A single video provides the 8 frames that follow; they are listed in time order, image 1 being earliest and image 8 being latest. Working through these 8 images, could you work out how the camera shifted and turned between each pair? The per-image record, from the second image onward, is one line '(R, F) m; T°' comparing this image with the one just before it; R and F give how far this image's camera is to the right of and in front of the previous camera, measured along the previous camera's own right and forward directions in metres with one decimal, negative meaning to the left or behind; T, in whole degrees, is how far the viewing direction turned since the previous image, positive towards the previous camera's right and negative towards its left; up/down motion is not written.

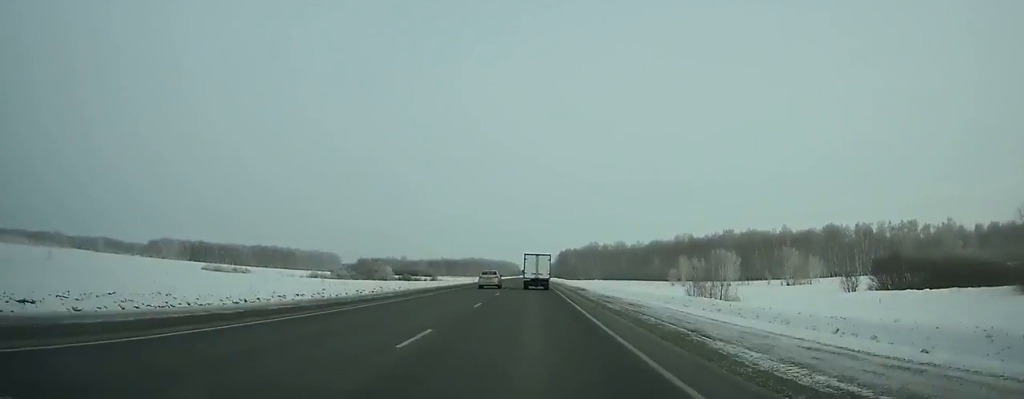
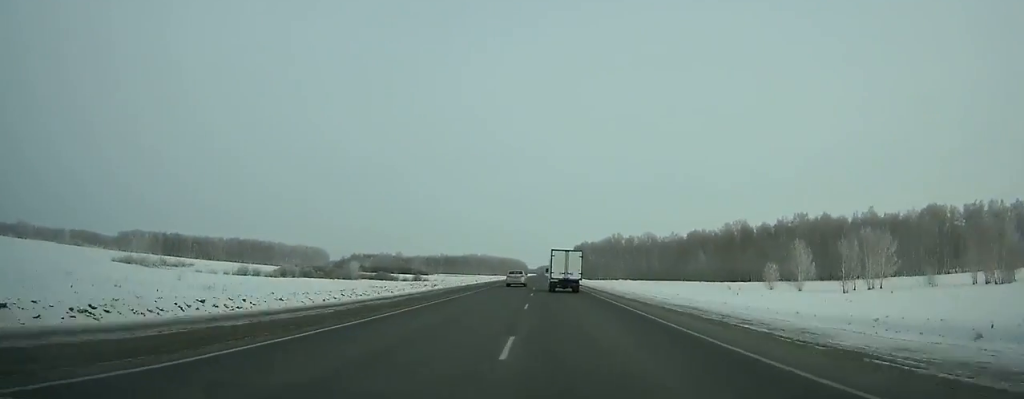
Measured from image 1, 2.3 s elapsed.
(-0.3, +63.7) m; 0°
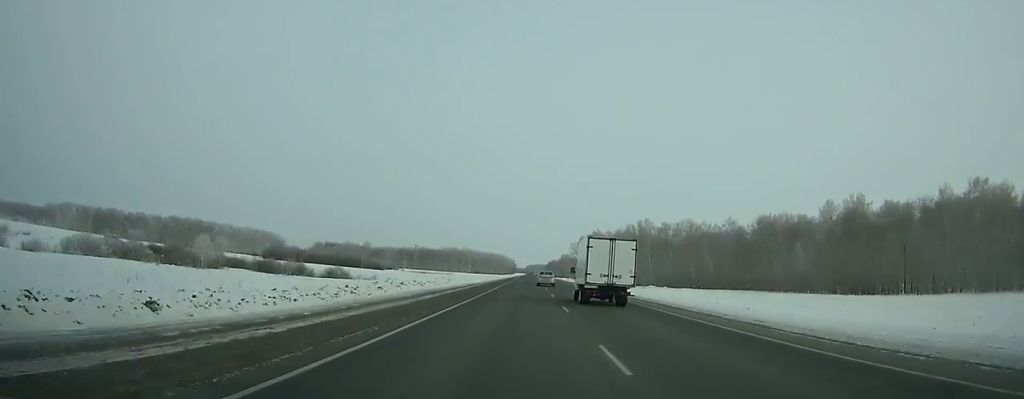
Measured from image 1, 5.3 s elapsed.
(+0.3, +86.5) m; +1°
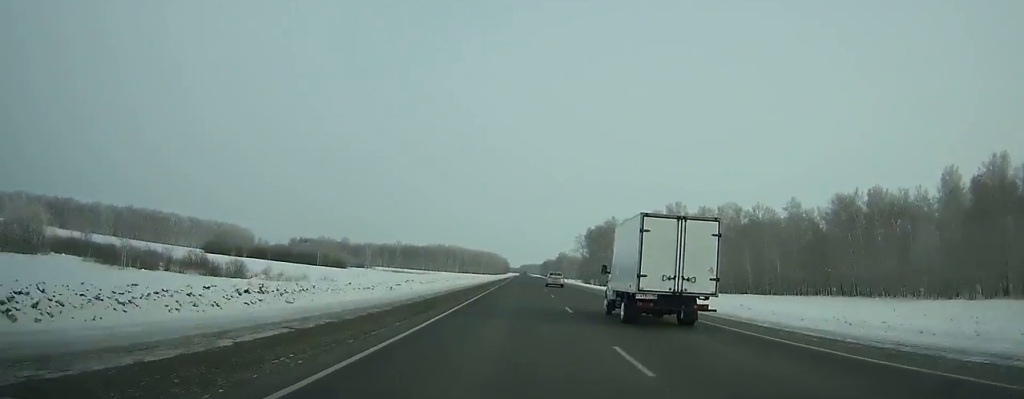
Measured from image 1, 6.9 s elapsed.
(+0.1, +47.4) m; +1°
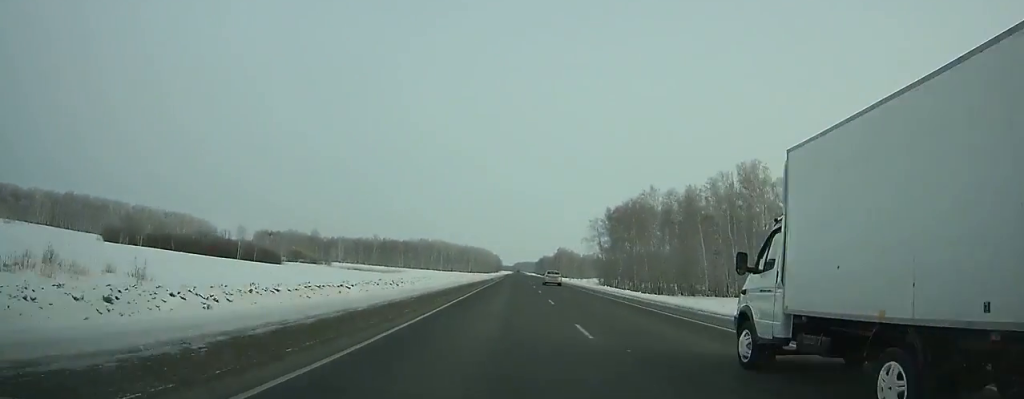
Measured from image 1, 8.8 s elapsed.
(+0.6, +57.9) m; +1°
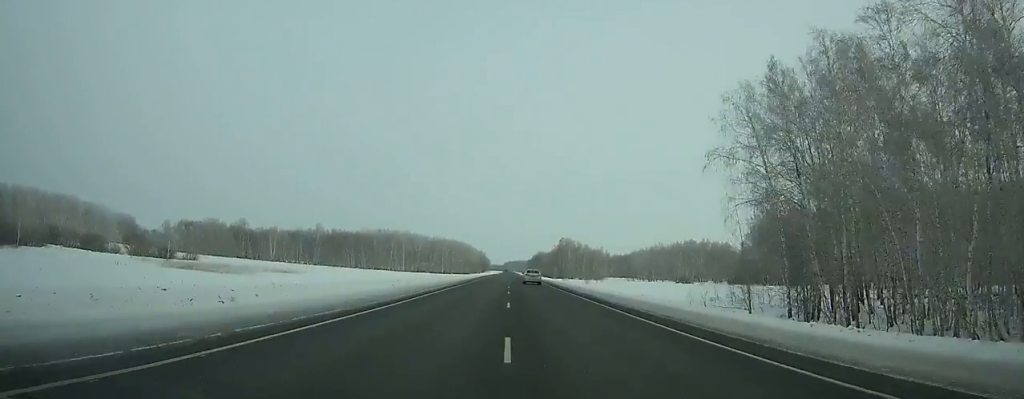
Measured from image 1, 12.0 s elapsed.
(+0.8, +99.0) m; 0°
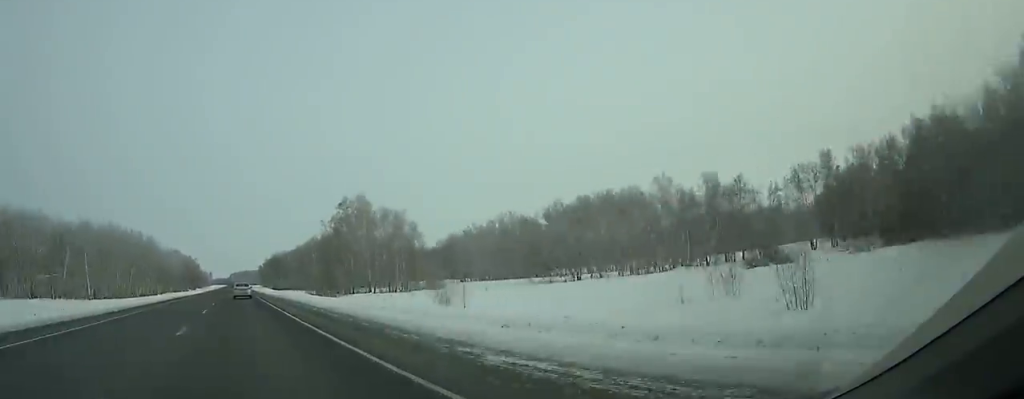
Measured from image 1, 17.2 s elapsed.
(-1.2, +161.6) m; -1°
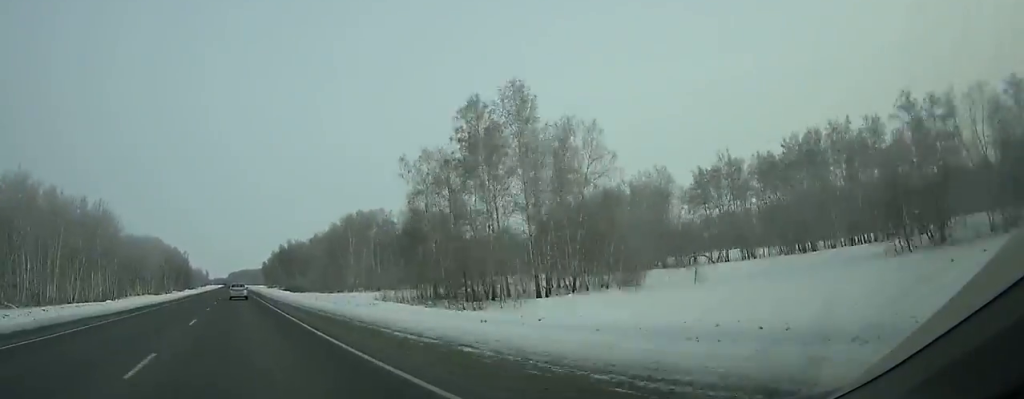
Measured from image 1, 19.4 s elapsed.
(-0.3, +67.4) m; 0°
